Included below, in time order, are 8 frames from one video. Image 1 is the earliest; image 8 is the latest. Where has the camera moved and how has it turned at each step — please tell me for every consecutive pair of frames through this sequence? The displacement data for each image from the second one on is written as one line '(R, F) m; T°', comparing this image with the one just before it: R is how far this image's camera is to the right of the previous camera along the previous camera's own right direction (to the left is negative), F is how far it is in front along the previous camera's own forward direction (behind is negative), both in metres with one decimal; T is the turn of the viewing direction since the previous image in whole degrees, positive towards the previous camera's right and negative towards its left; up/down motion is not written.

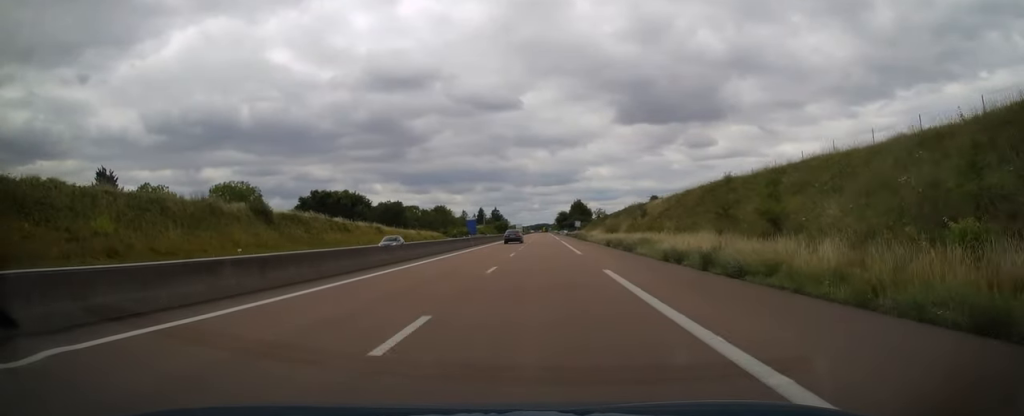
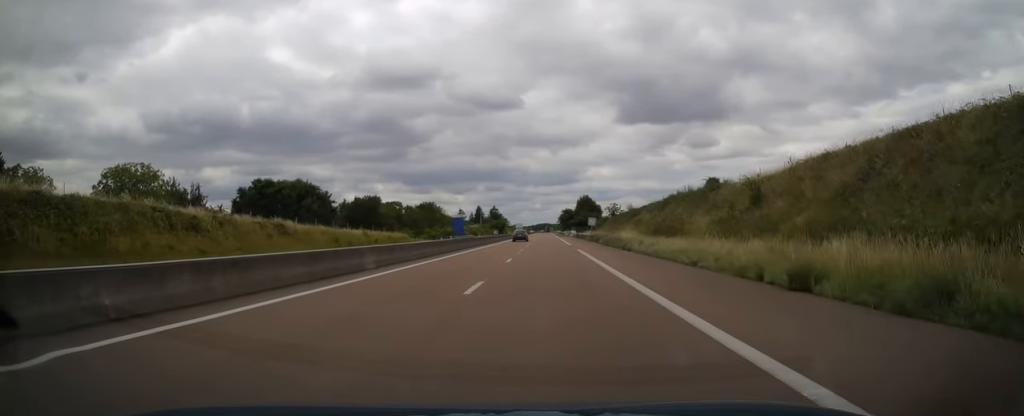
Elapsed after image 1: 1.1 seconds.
(+0.3, +32.3) m; +1°
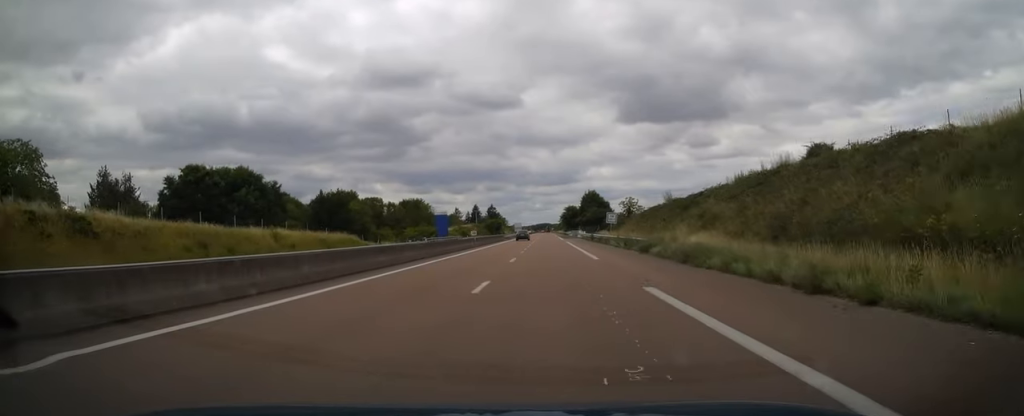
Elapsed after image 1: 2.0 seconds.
(0.0, +25.4) m; 0°
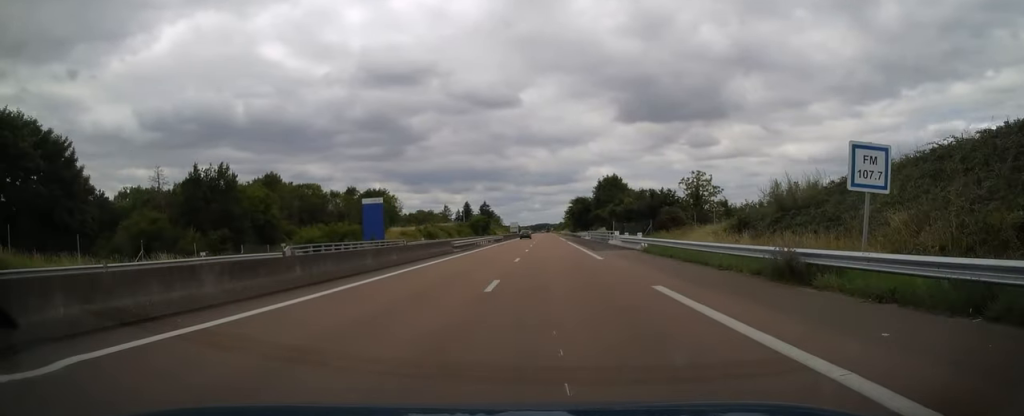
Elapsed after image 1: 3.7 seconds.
(0.0, +51.3) m; 0°
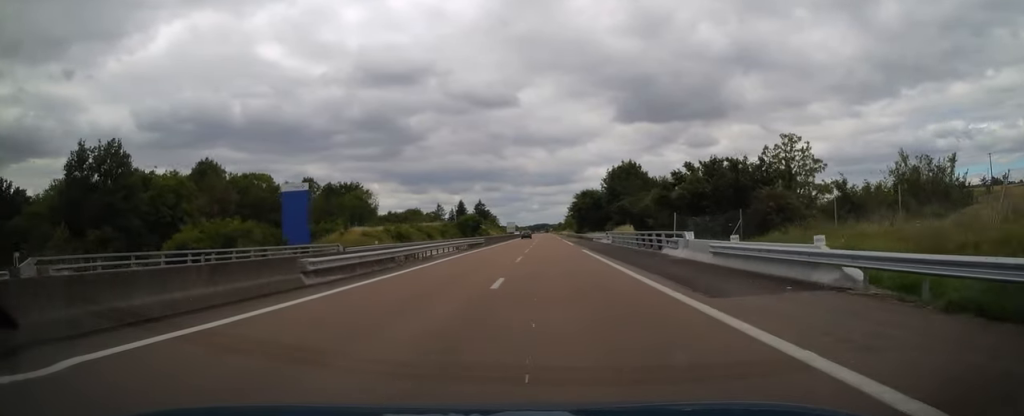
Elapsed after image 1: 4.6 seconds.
(+0.1, +25.0) m; -1°
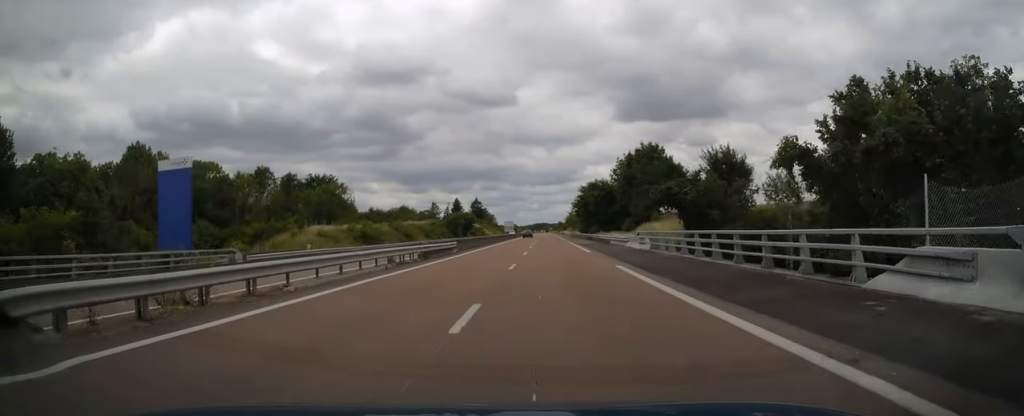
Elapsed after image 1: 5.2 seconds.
(-0.2, +19.1) m; 0°
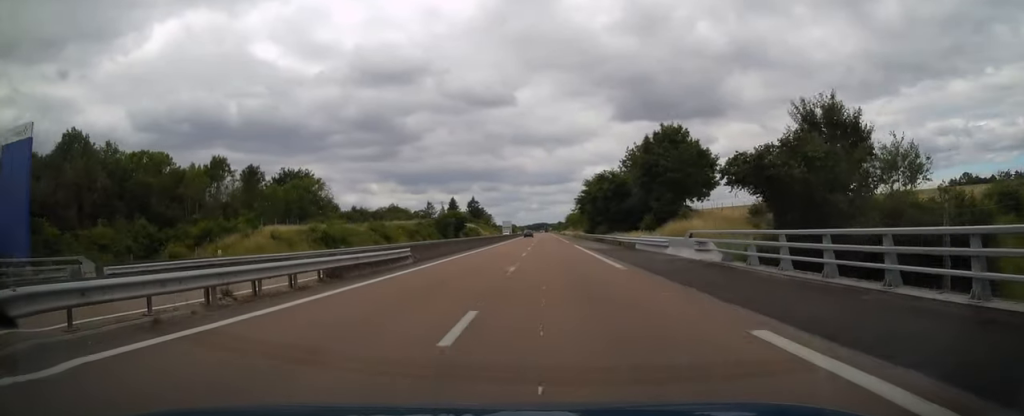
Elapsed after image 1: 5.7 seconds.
(-0.3, +13.7) m; 0°
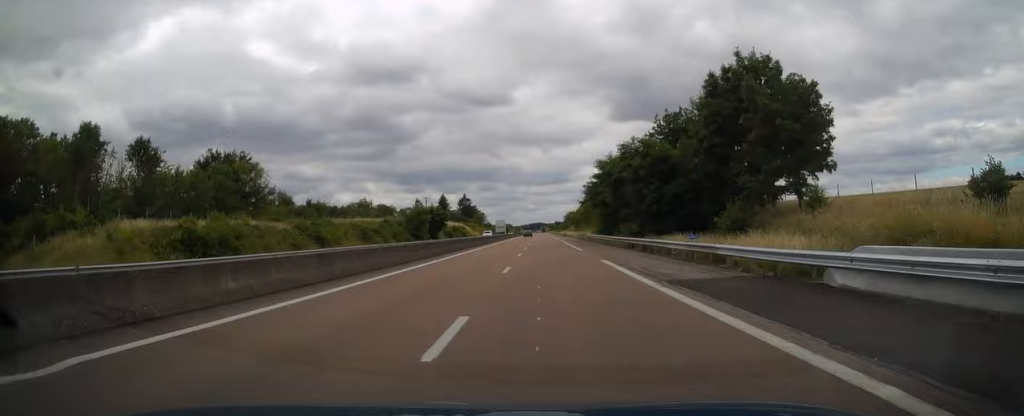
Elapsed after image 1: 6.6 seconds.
(+0.8, +26.4) m; +1°
